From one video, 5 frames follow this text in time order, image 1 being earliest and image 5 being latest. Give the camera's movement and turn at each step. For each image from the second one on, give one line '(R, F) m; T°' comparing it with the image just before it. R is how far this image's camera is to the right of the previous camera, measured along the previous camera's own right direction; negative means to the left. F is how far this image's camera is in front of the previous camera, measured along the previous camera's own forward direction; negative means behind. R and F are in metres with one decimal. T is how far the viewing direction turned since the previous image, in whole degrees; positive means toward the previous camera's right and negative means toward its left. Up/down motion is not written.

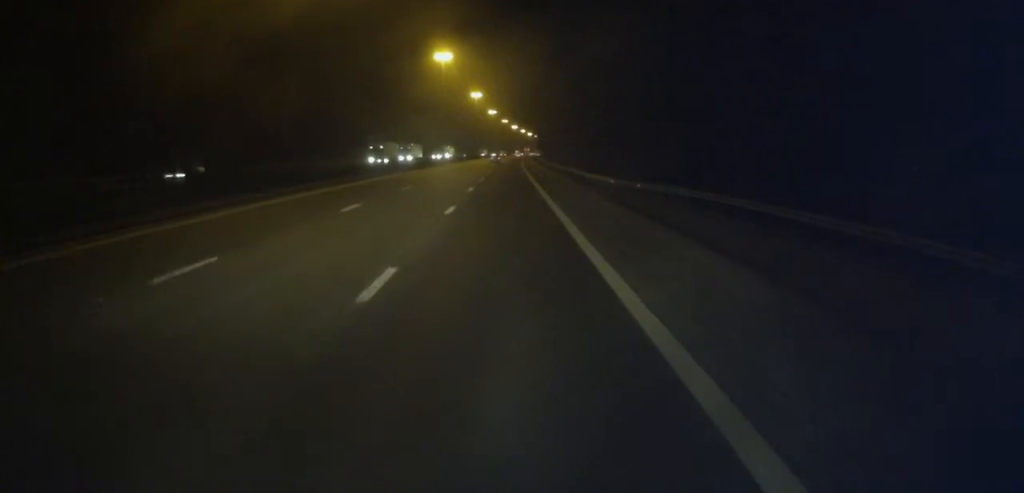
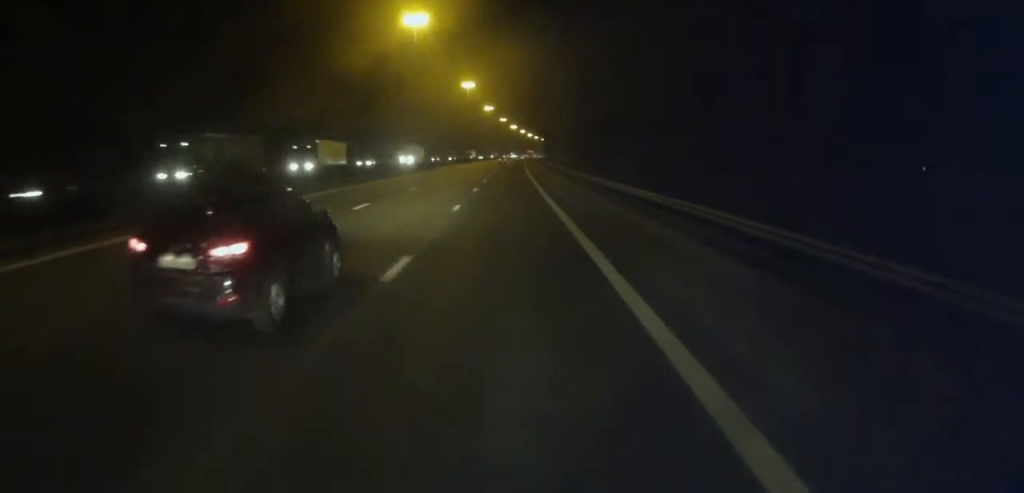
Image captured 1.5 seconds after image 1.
(+0.3, +36.2) m; -1°
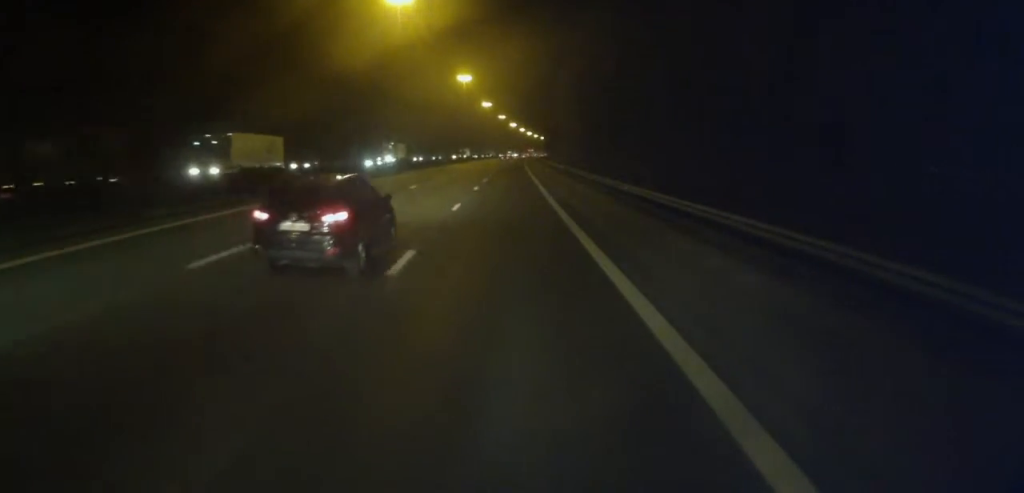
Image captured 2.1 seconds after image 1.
(-0.2, +12.6) m; 0°
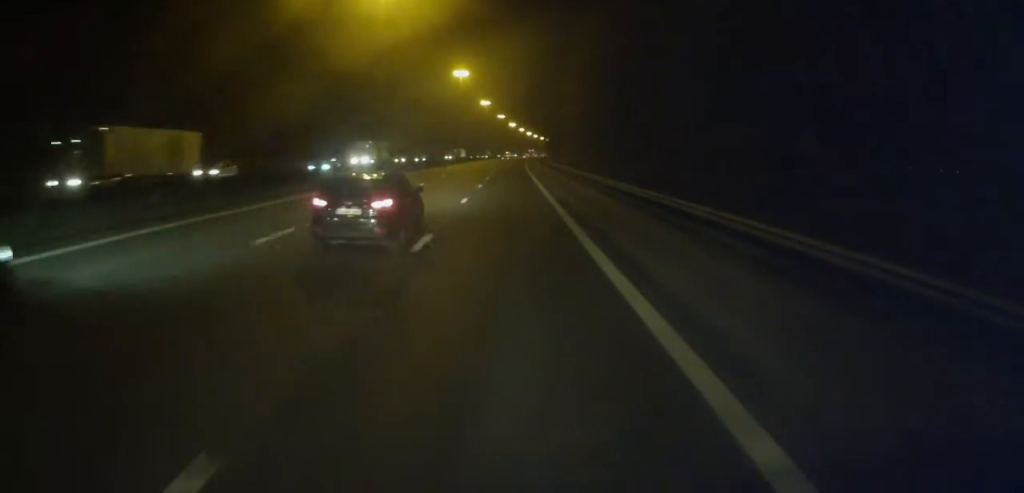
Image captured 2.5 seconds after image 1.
(-0.2, +9.4) m; 0°
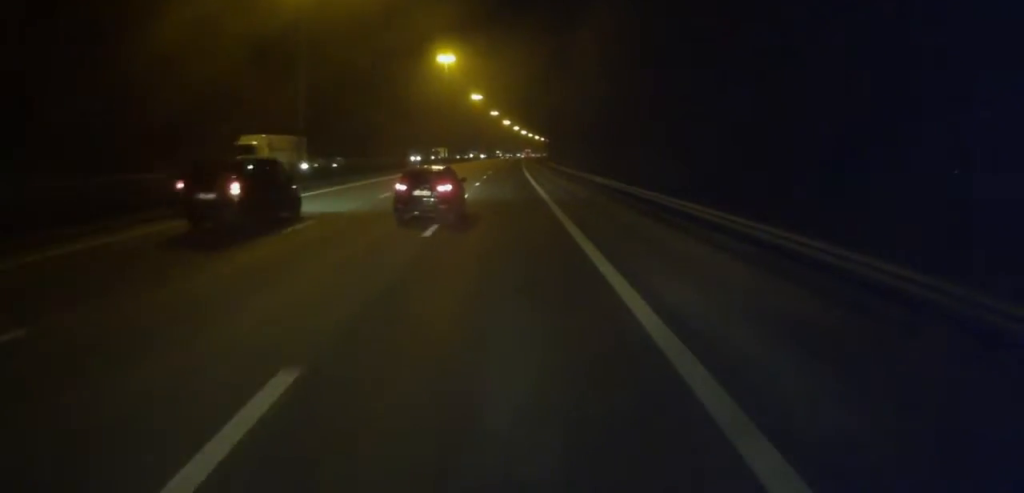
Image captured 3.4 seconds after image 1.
(+0.3, +22.8) m; +1°
